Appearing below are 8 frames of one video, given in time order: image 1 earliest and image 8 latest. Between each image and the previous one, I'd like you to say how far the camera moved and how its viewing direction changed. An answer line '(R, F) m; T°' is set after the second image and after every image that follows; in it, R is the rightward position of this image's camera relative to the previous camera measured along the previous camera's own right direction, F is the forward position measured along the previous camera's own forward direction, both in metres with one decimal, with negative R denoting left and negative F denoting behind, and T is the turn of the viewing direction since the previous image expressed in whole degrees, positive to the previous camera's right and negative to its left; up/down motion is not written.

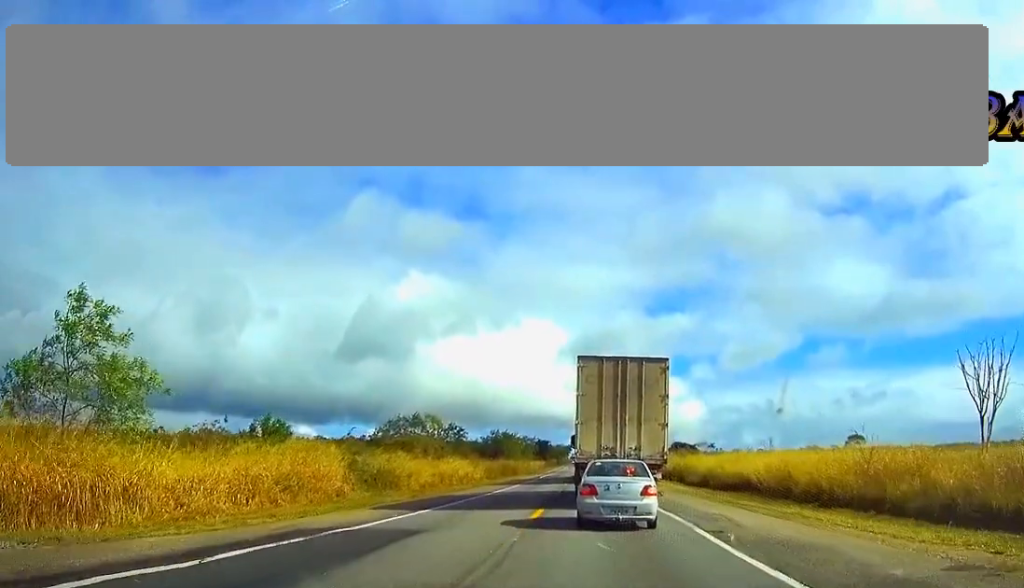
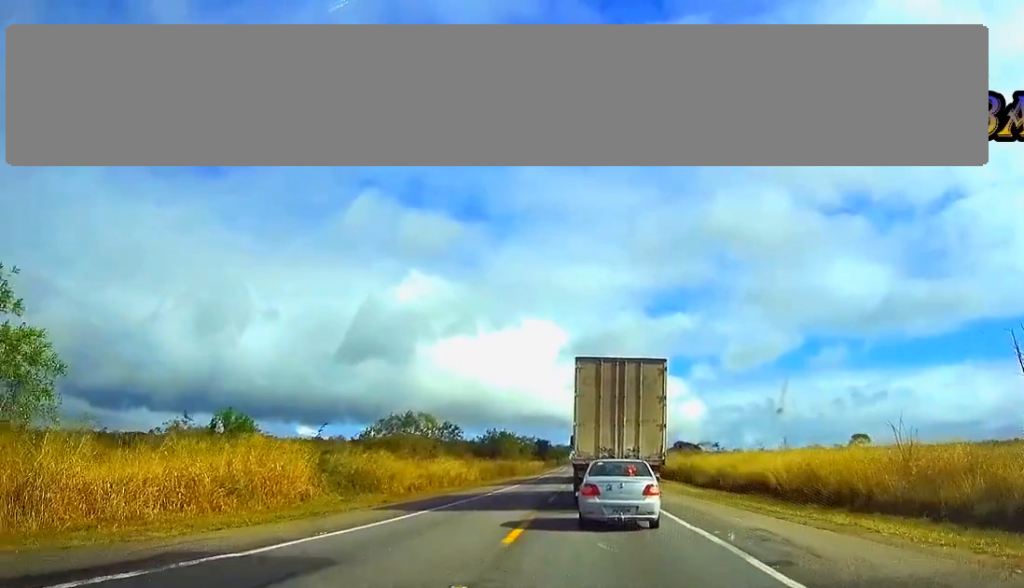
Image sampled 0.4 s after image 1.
(0.0, +5.4) m; 0°
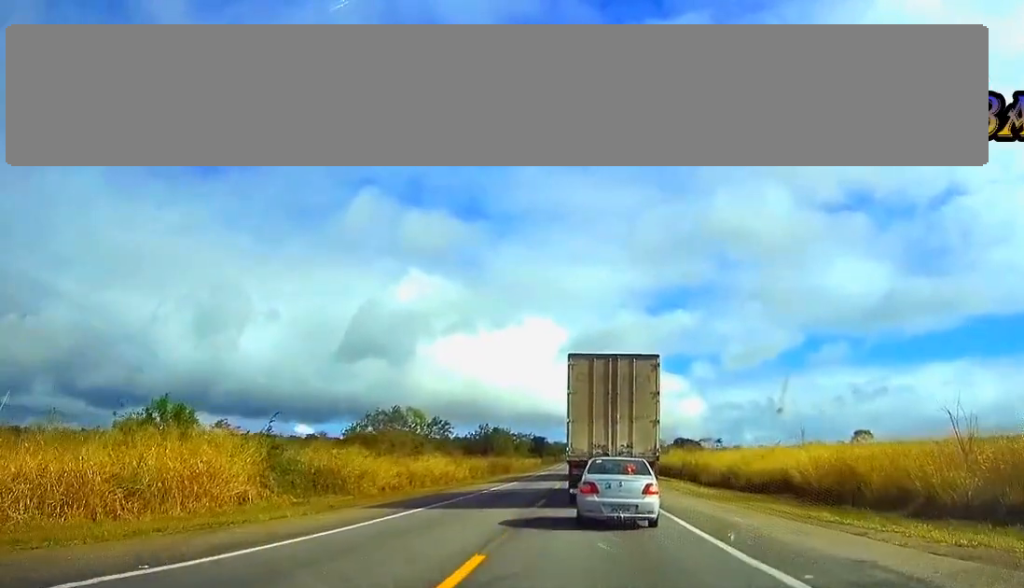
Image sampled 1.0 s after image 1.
(0.0, +6.6) m; 0°
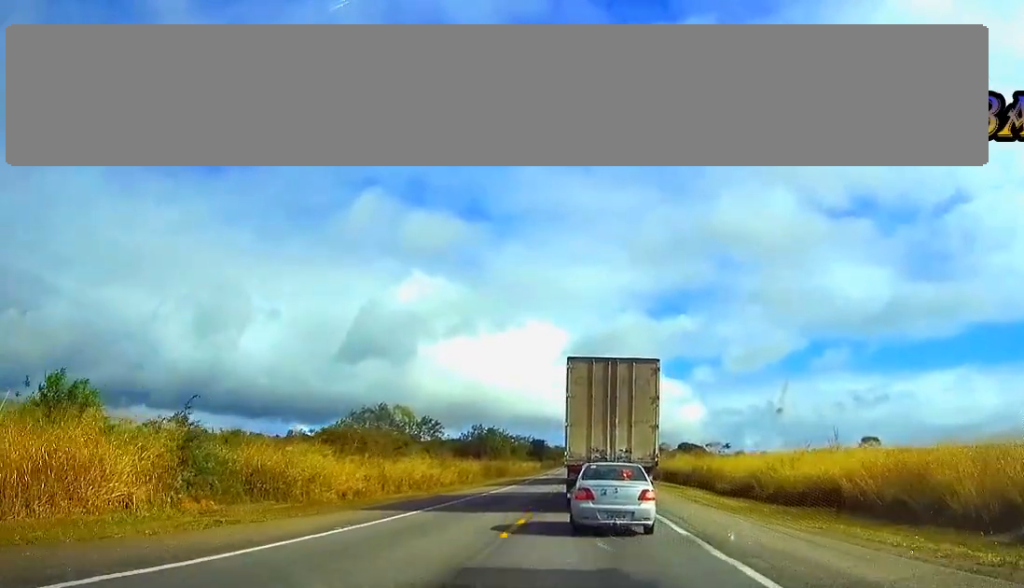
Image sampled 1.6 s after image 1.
(0.0, +8.4) m; 0°
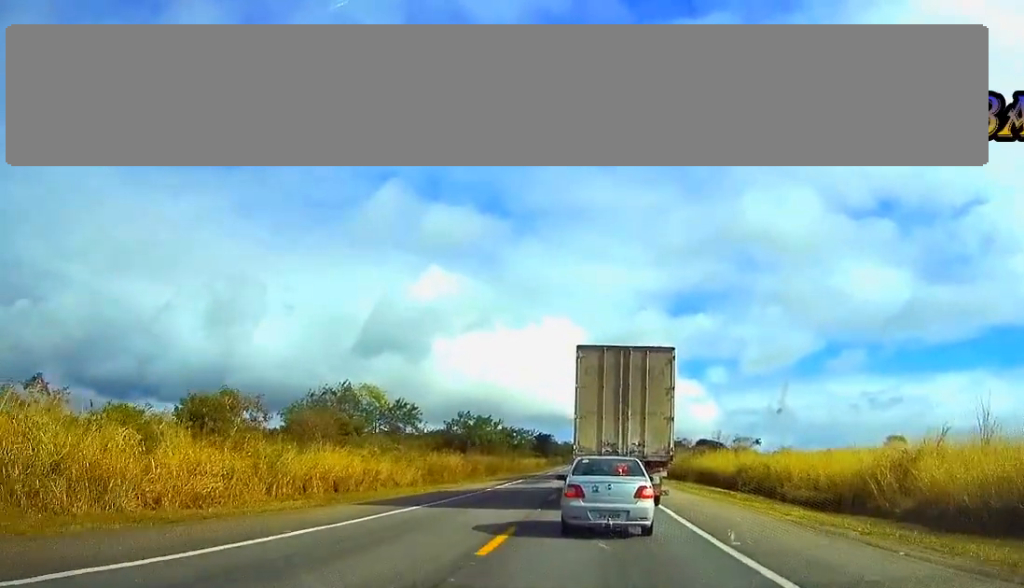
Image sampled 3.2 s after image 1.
(-0.1, +20.6) m; -1°
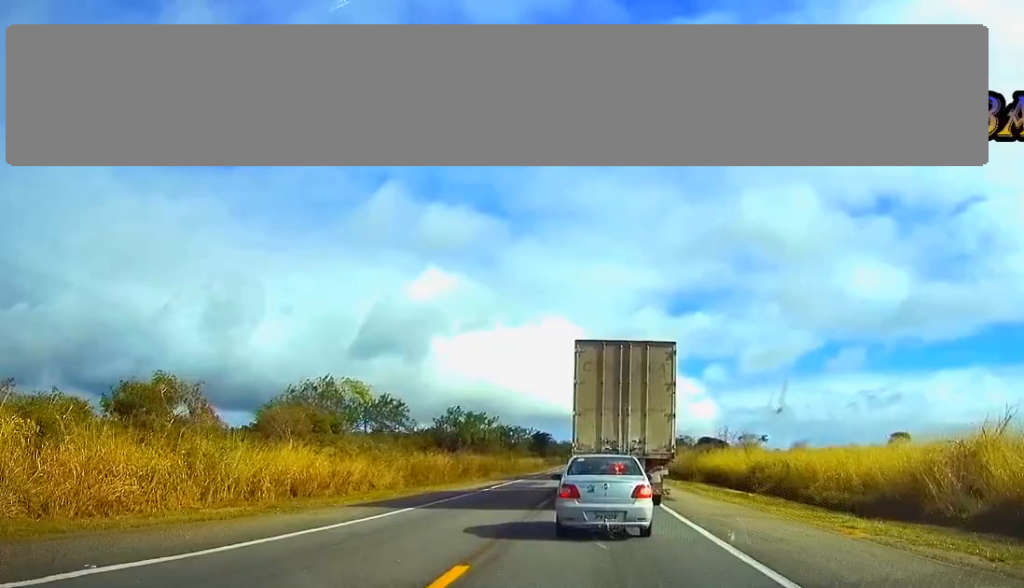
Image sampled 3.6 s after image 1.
(0.0, +5.8) m; 0°
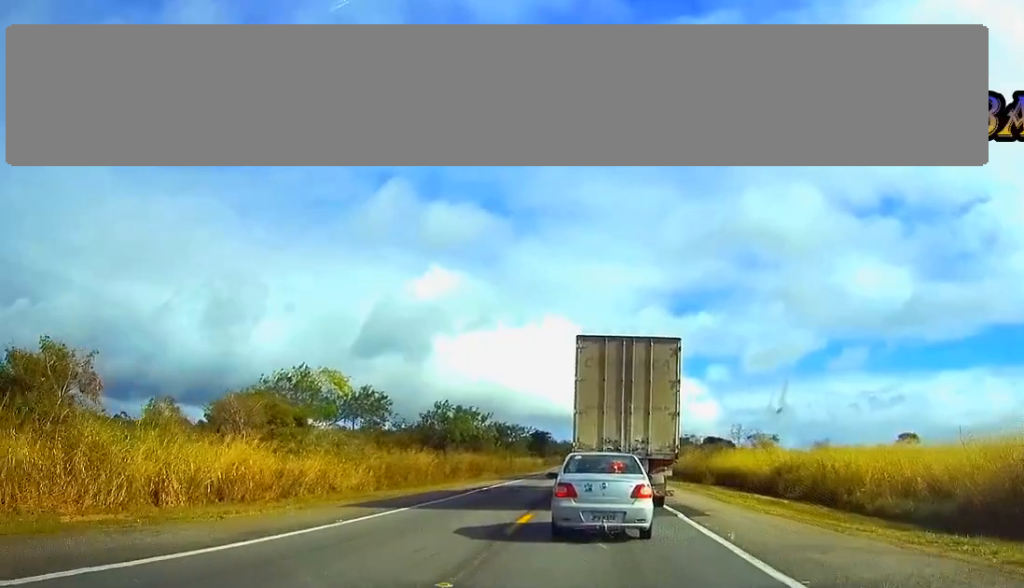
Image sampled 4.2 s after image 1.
(0.0, +7.7) m; 0°
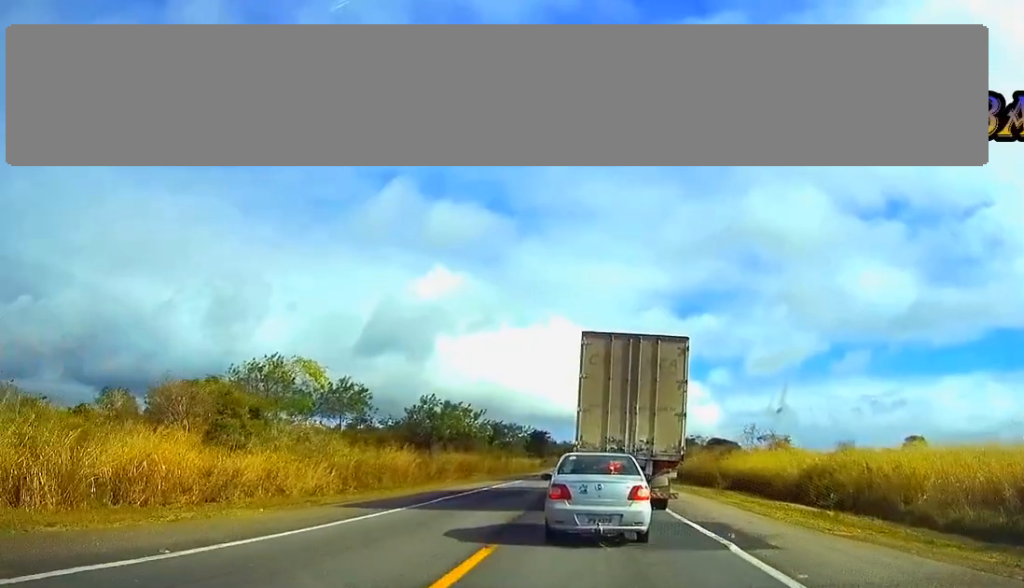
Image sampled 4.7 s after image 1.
(0.0, +7.2) m; 0°
